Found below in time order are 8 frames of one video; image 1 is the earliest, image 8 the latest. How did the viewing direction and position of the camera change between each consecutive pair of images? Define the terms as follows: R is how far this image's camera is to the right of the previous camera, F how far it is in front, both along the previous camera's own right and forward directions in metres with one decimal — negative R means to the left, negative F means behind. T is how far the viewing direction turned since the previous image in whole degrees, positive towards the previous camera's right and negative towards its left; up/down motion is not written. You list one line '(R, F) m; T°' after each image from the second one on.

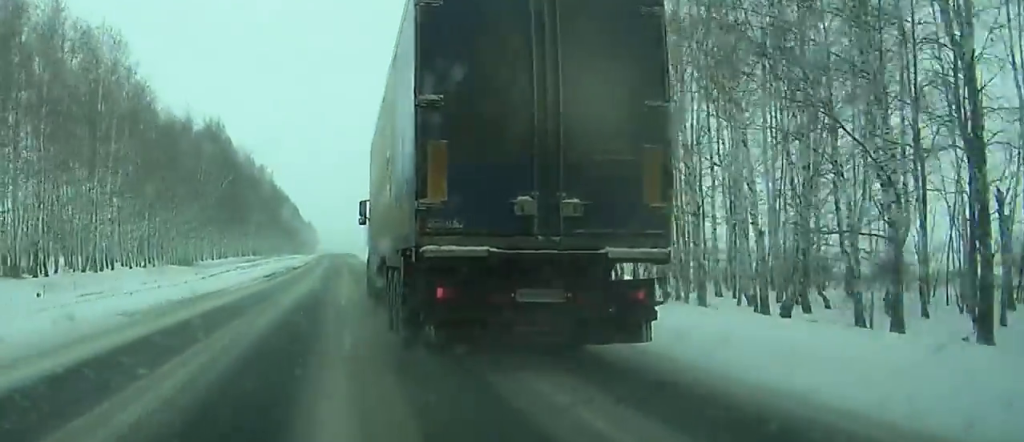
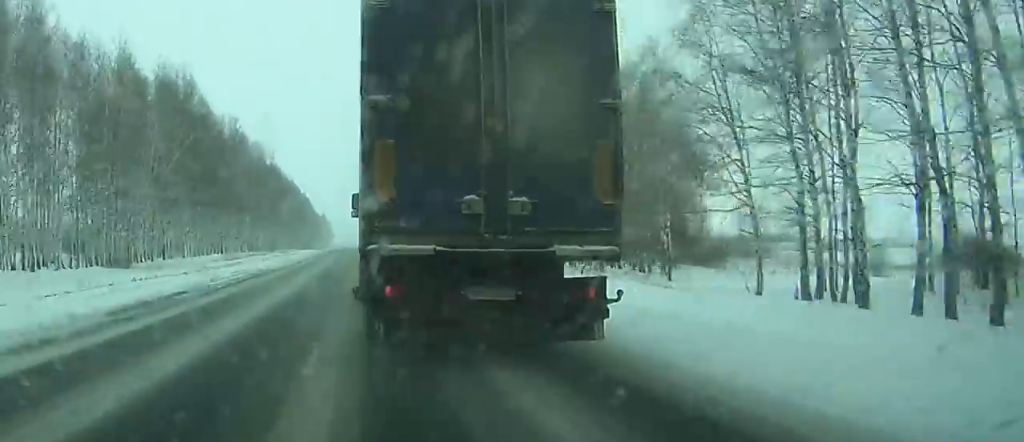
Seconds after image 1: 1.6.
(-0.1, +38.2) m; 0°
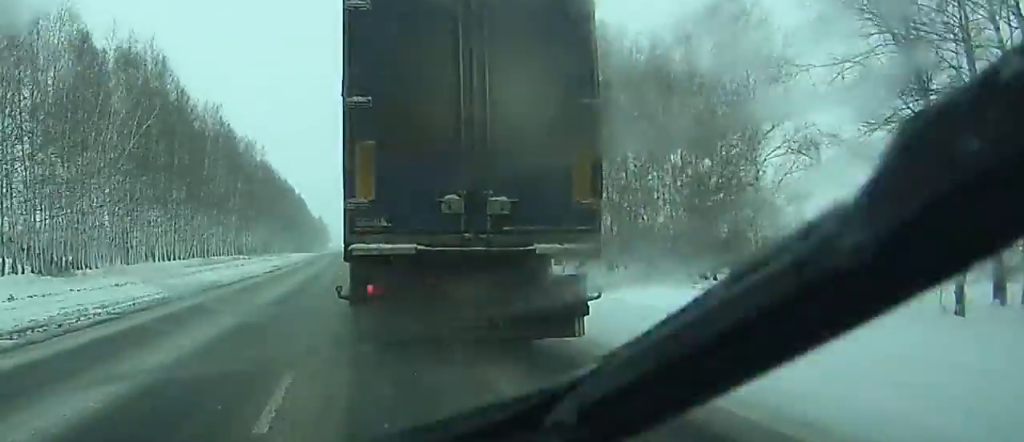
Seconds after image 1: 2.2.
(0.0, +14.8) m; 0°
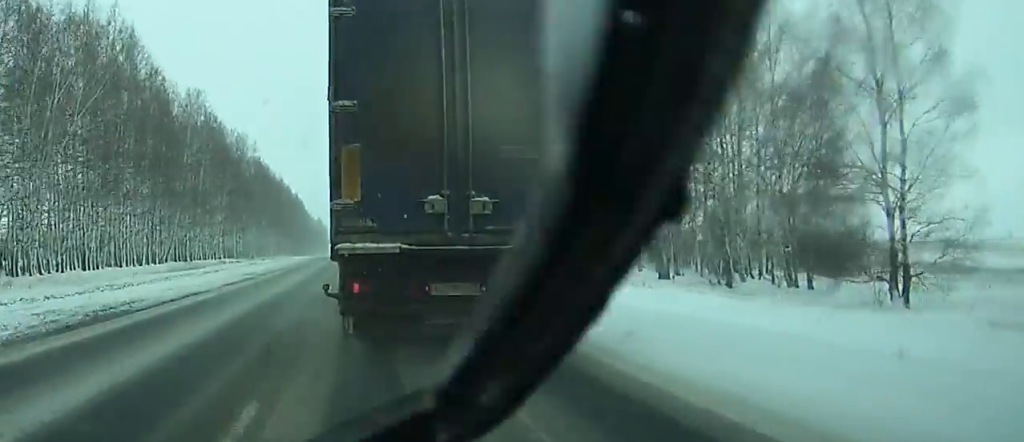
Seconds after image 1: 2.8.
(-0.2, +13.9) m; 0°
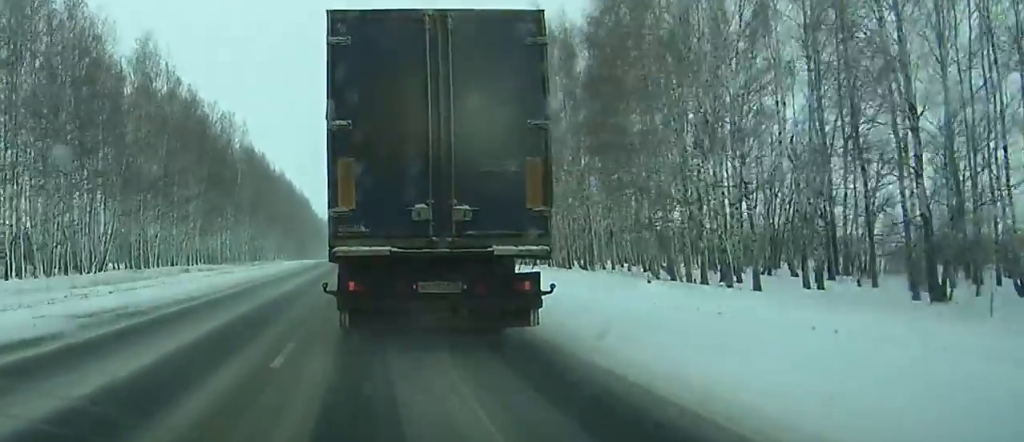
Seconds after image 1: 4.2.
(+0.2, +30.6) m; +1°
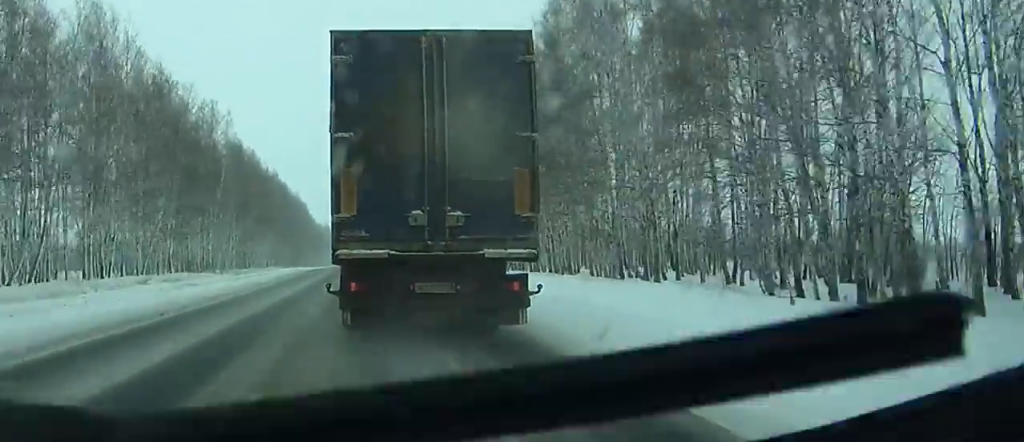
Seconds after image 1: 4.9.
(0.0, +16.7) m; 0°
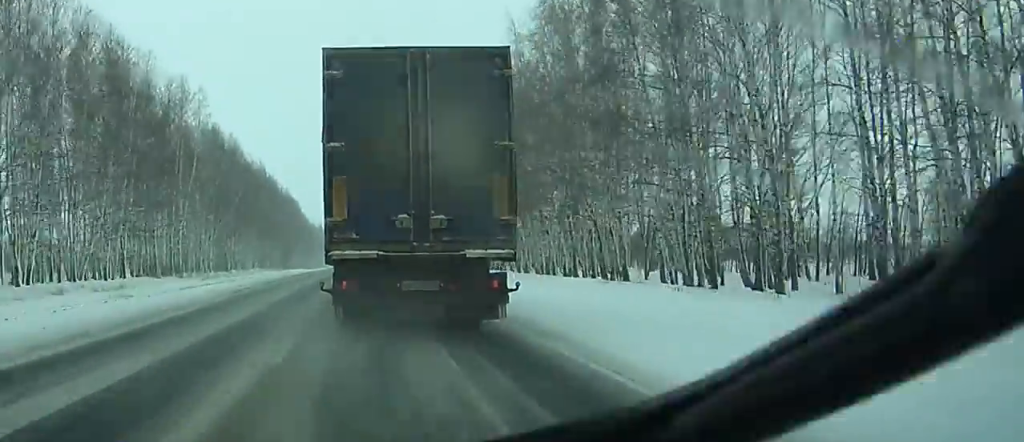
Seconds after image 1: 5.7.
(0.0, +18.4) m; -1°
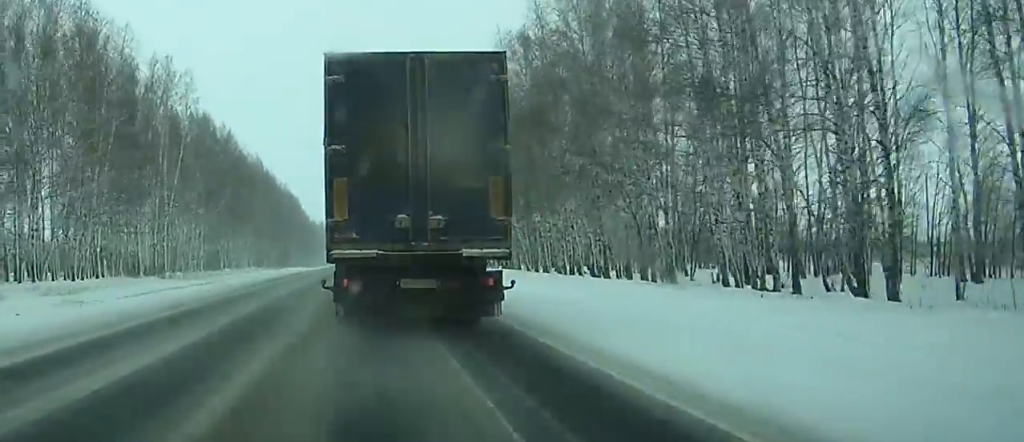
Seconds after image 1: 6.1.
(+0.1, +9.2) m; 0°
